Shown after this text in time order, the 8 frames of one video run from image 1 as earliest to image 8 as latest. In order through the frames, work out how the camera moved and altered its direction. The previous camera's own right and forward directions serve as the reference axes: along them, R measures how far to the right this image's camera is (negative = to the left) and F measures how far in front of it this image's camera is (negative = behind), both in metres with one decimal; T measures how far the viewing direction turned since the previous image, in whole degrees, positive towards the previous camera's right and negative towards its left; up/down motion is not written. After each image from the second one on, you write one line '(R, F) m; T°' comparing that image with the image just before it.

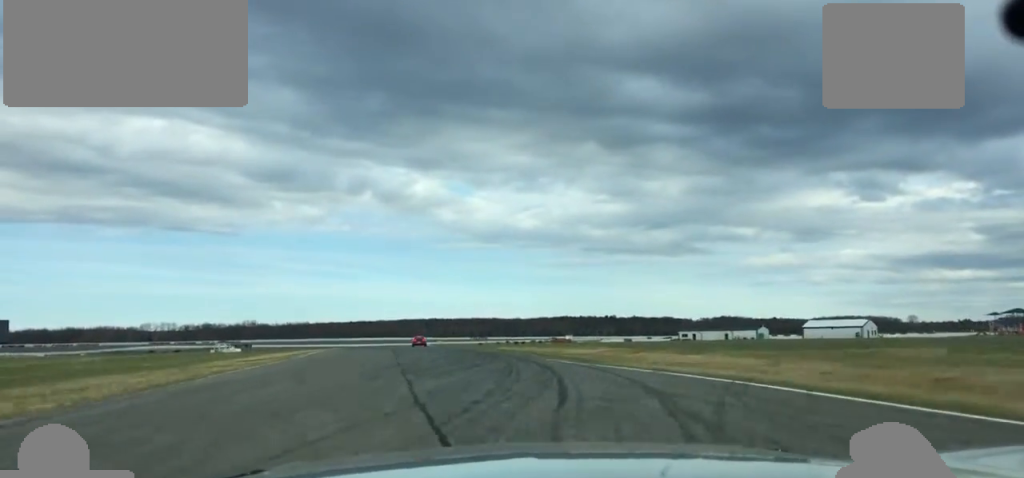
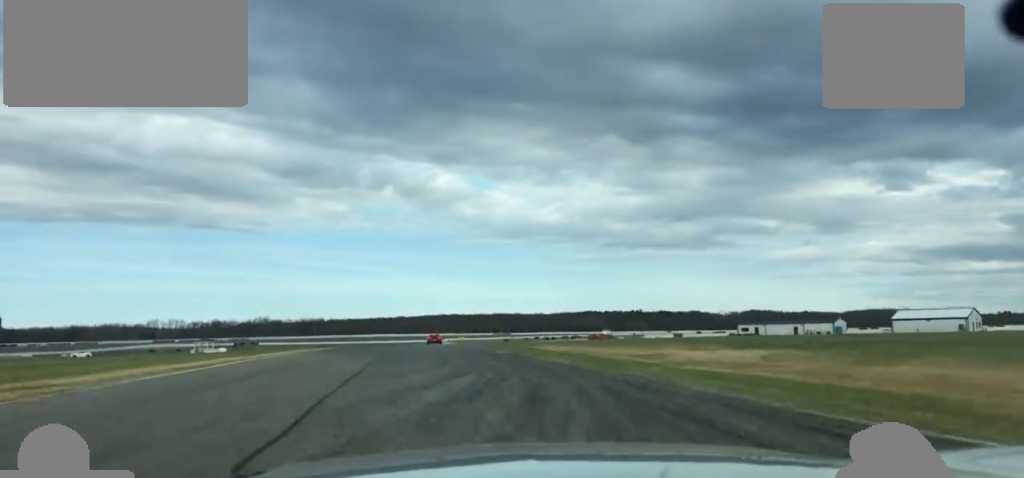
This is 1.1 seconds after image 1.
(+0.2, +34.0) m; -1°
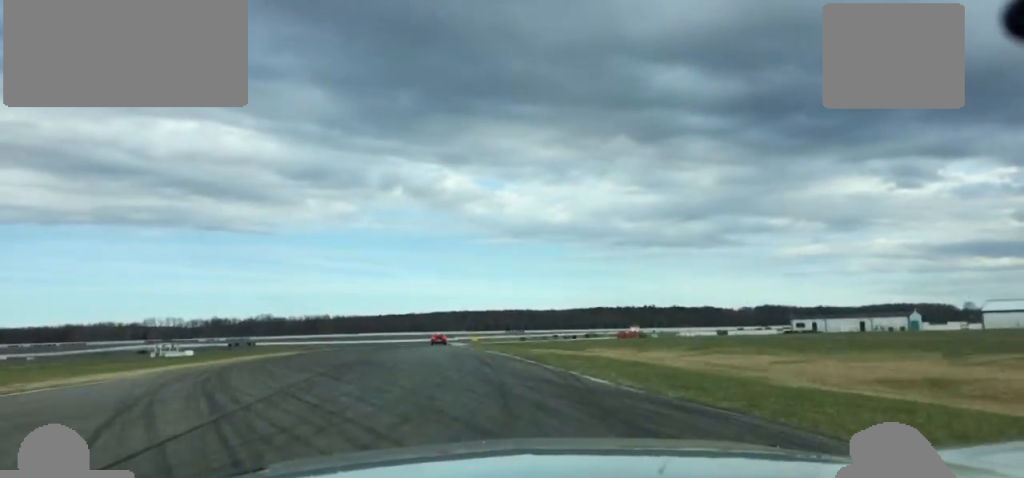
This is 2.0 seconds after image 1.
(-0.7, +29.4) m; -1°
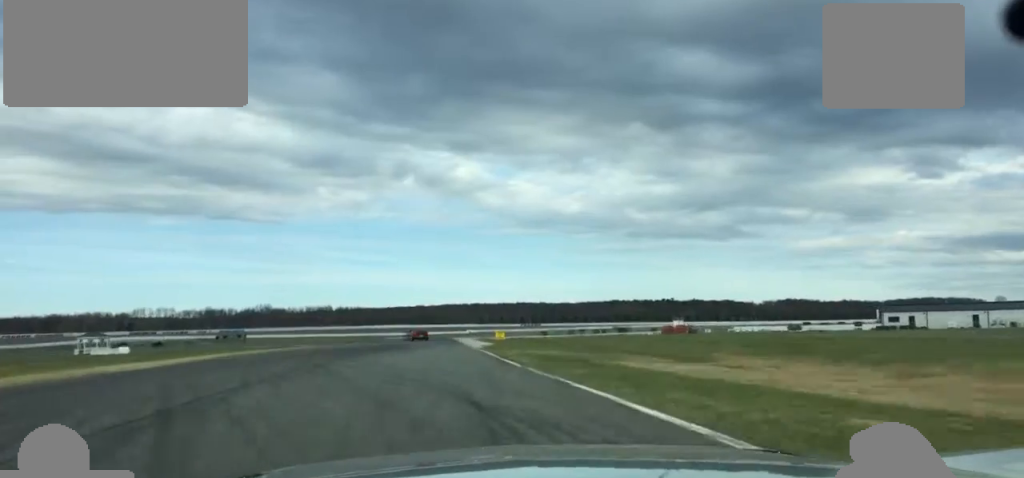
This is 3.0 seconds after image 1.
(0.0, +31.3) m; 0°
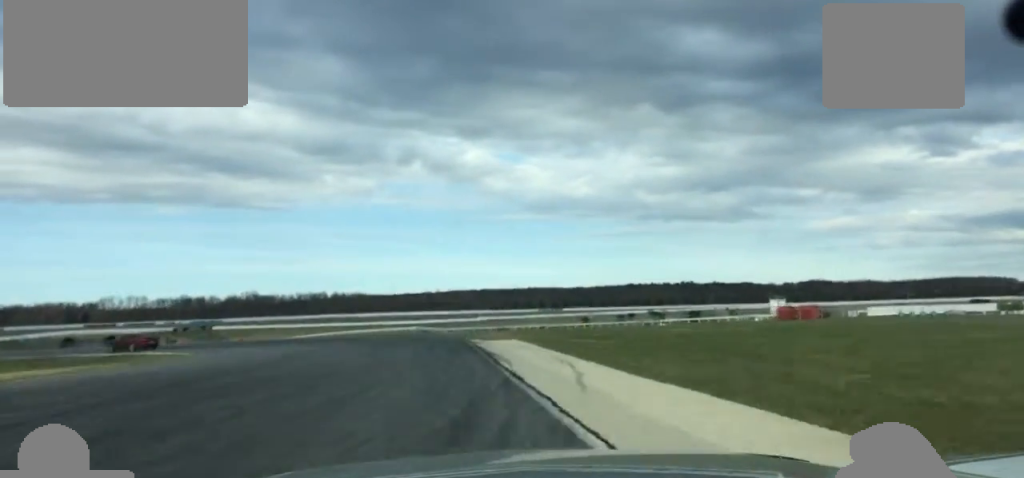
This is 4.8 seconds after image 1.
(-0.5, +57.5) m; -2°
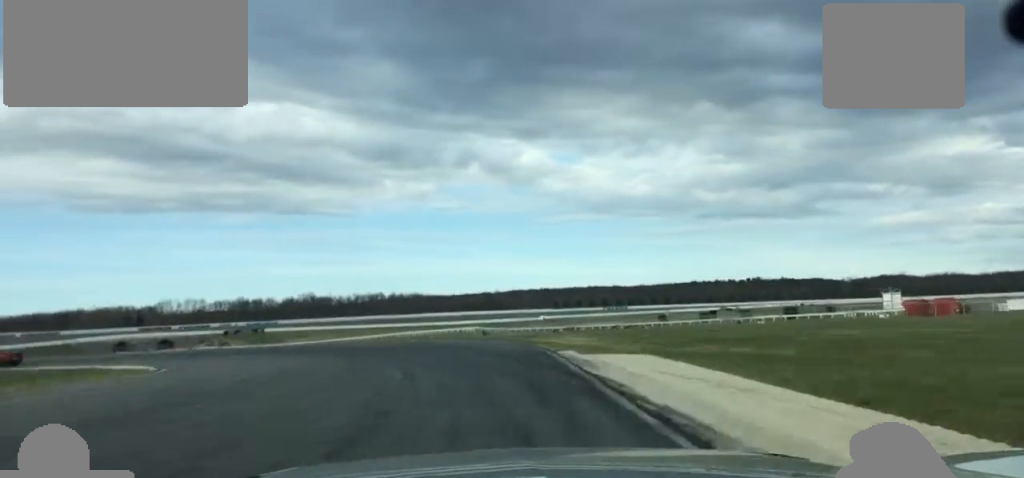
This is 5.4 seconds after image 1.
(0.0, +17.7) m; -2°
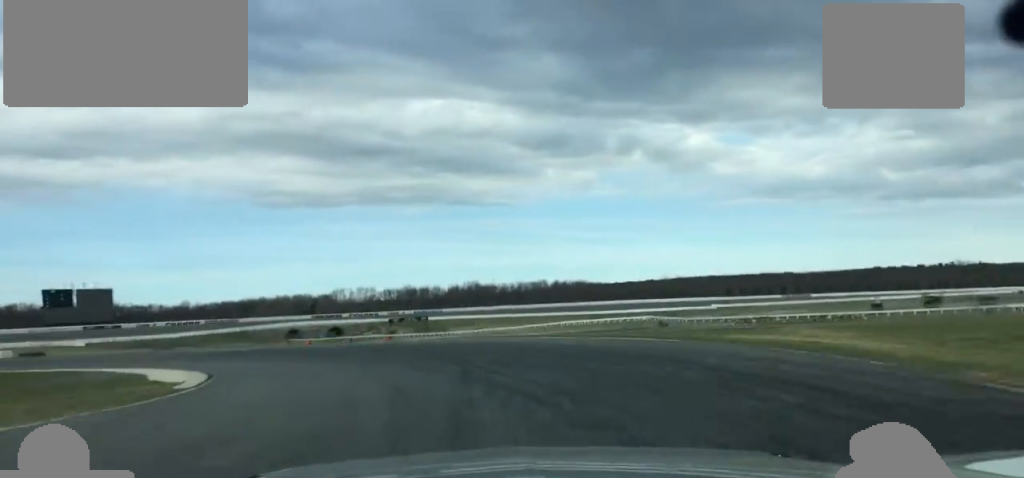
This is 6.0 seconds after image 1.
(-0.3, +18.4) m; -4°
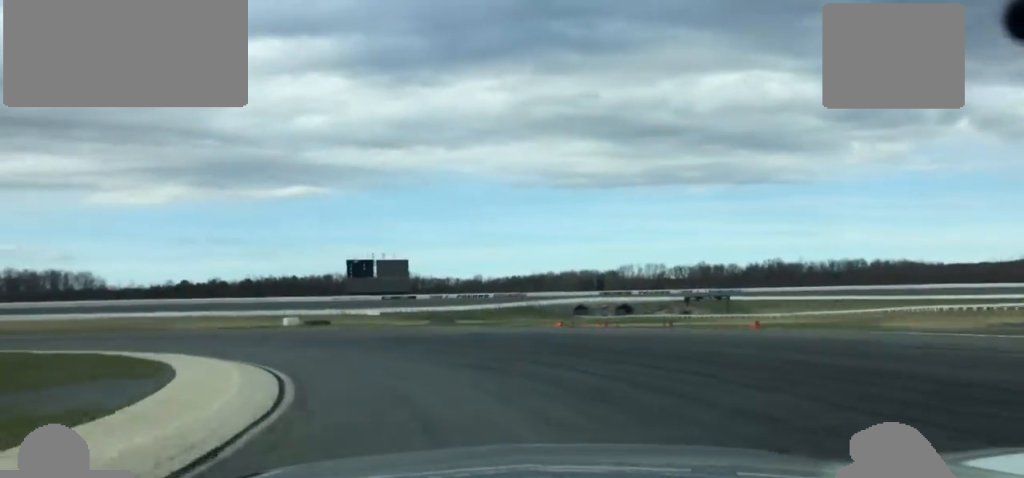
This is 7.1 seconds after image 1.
(-2.1, +28.6) m; -11°
